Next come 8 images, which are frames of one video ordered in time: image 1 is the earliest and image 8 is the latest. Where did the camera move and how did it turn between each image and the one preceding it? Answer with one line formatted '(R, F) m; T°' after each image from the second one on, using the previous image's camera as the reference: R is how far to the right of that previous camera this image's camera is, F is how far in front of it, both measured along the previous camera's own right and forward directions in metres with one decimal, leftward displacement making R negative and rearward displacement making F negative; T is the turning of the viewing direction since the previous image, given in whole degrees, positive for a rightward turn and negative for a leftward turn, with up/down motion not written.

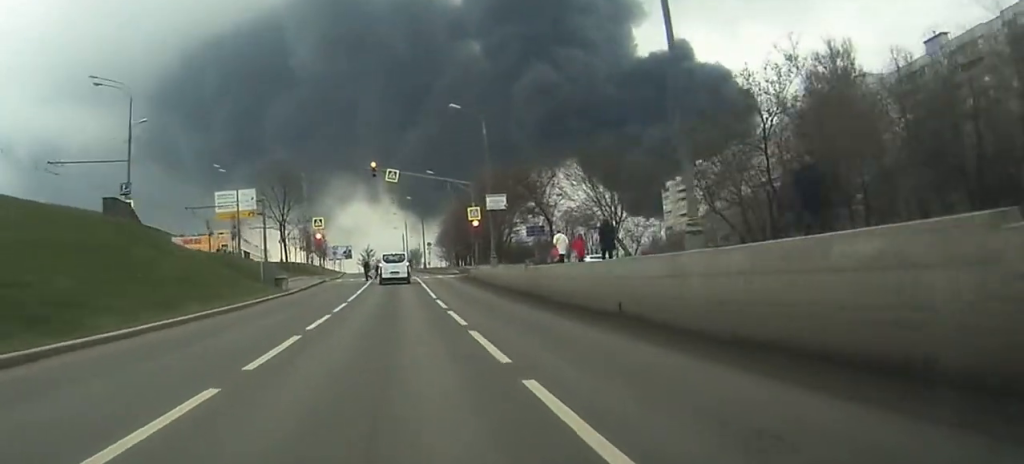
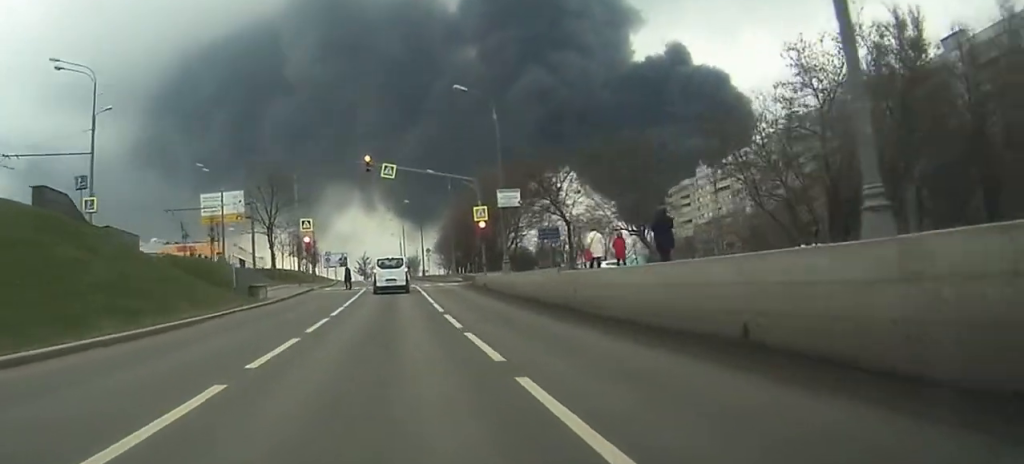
(-0.1, +8.0) m; 0°
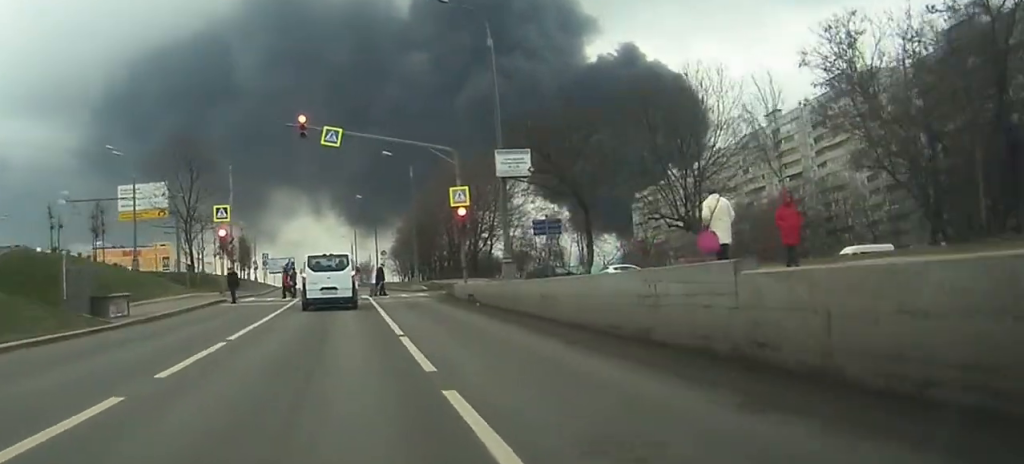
(+0.2, +18.5) m; +1°
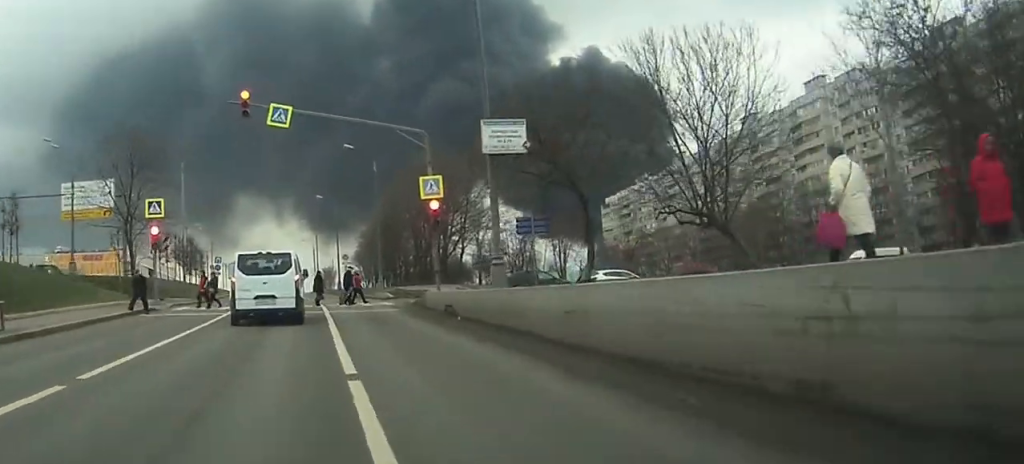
(0.0, +7.6) m; +1°
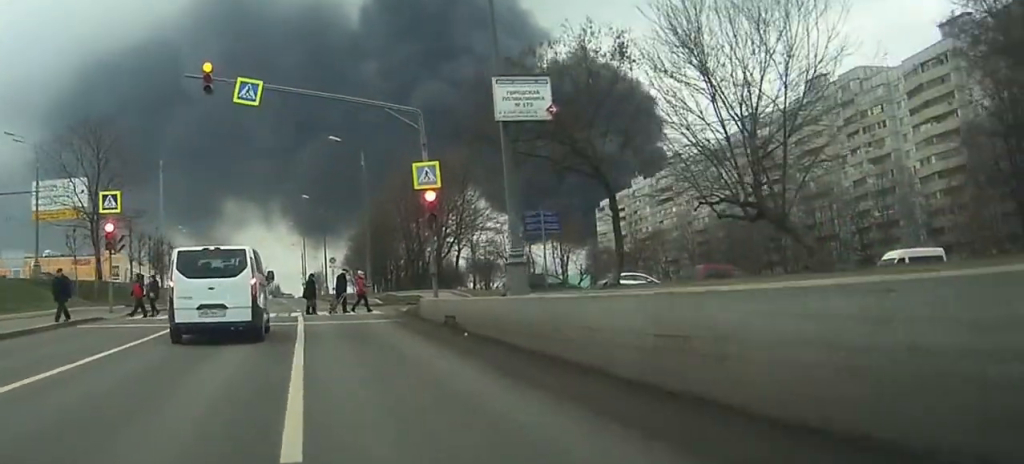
(+0.2, +5.8) m; +1°
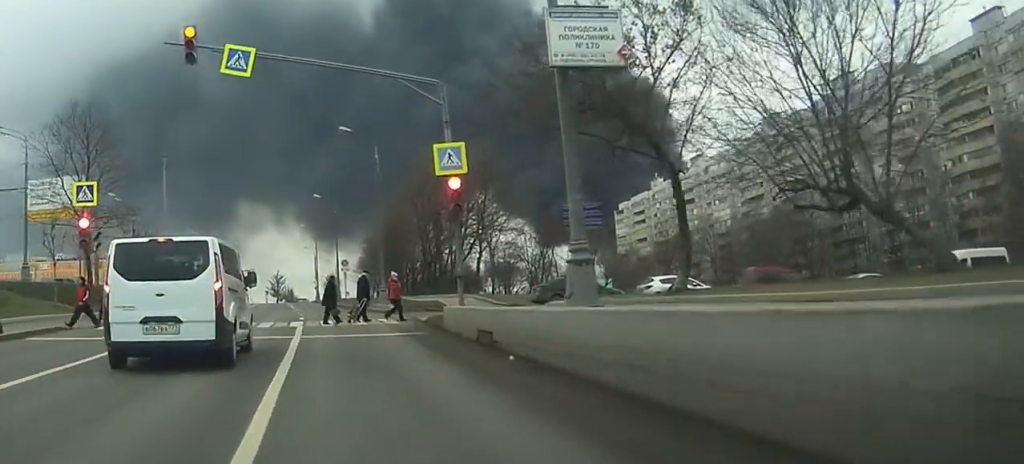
(+0.1, +5.4) m; +1°
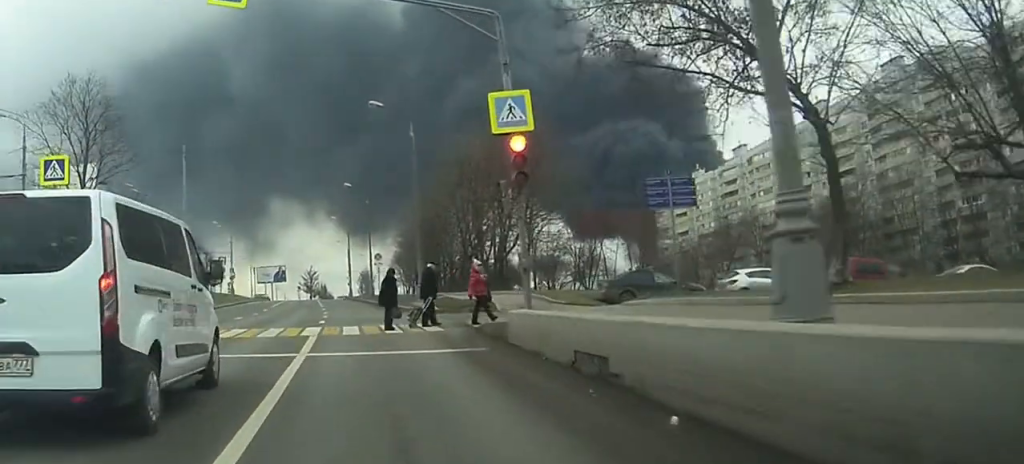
(0.0, +7.3) m; +1°
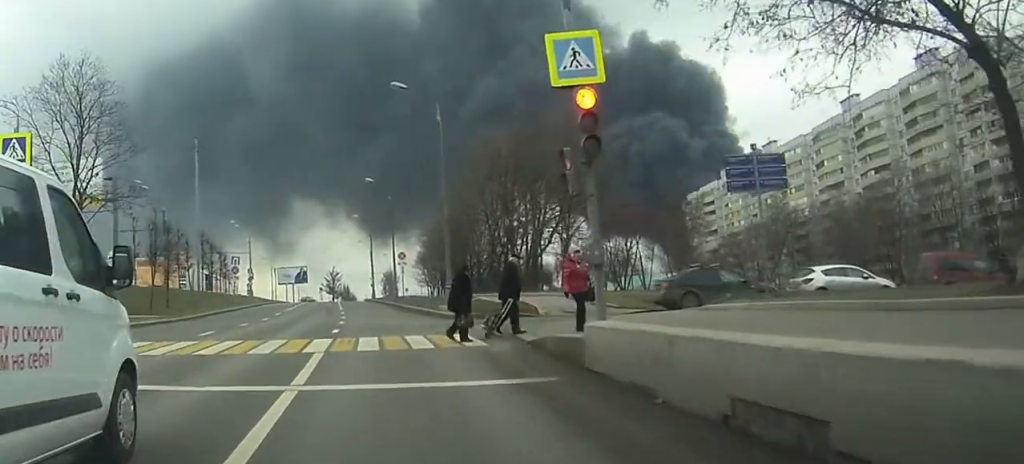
(0.0, +6.2) m; 0°
